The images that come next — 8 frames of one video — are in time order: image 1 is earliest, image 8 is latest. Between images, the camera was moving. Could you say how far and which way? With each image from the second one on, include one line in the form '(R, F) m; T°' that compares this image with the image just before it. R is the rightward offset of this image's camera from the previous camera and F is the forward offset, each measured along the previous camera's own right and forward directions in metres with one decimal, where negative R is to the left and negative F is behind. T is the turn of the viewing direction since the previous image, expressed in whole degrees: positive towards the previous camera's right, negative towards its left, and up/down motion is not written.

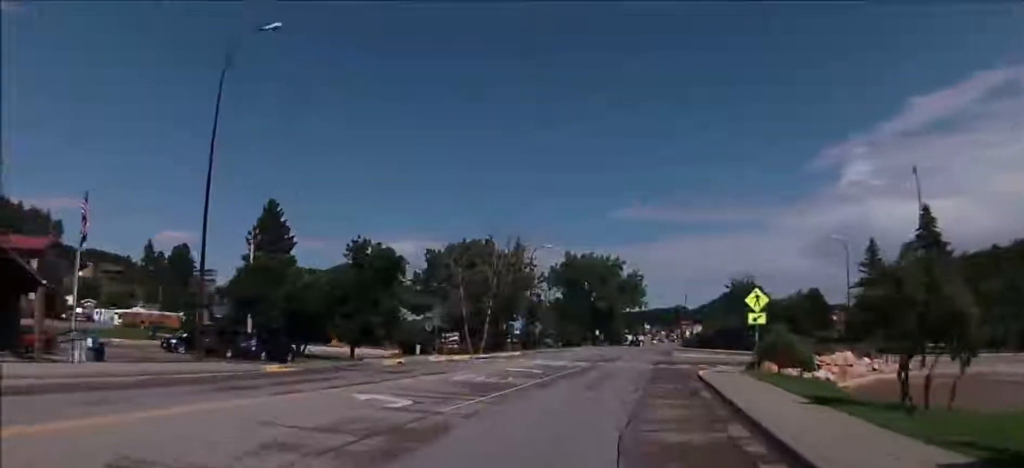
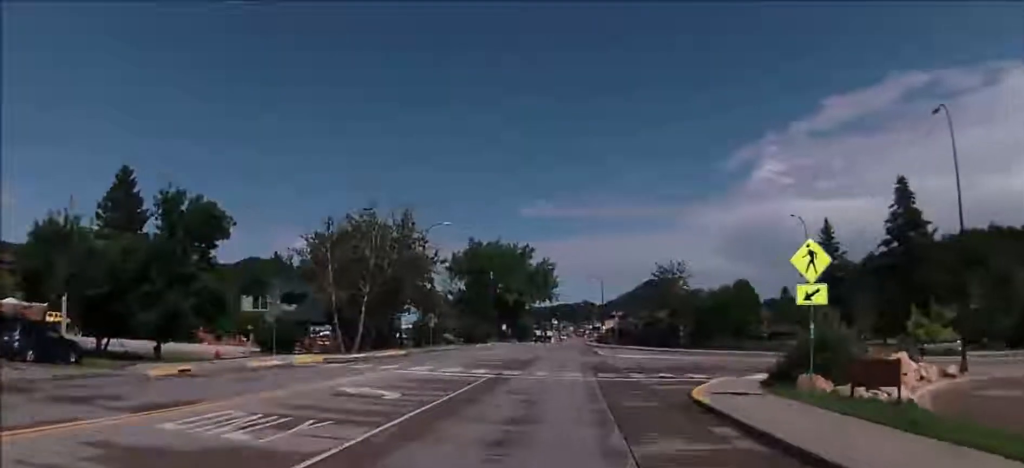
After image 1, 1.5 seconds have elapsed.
(+1.6, +14.3) m; +10°
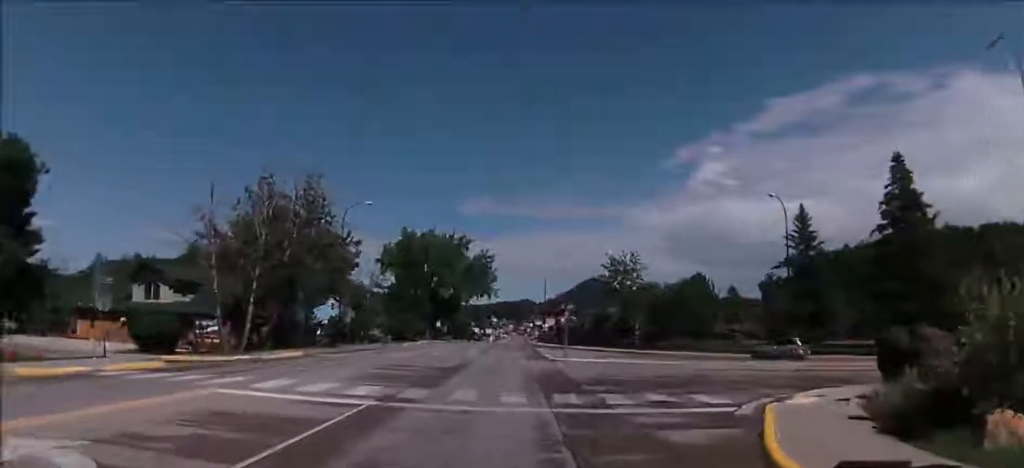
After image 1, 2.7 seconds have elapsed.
(+0.3, +10.3) m; +4°
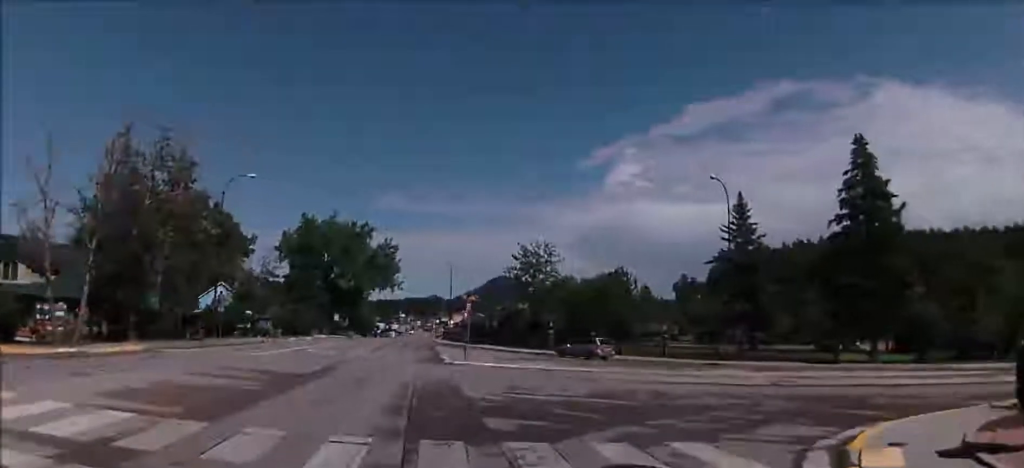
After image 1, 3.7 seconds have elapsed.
(+0.3, +8.4) m; +9°
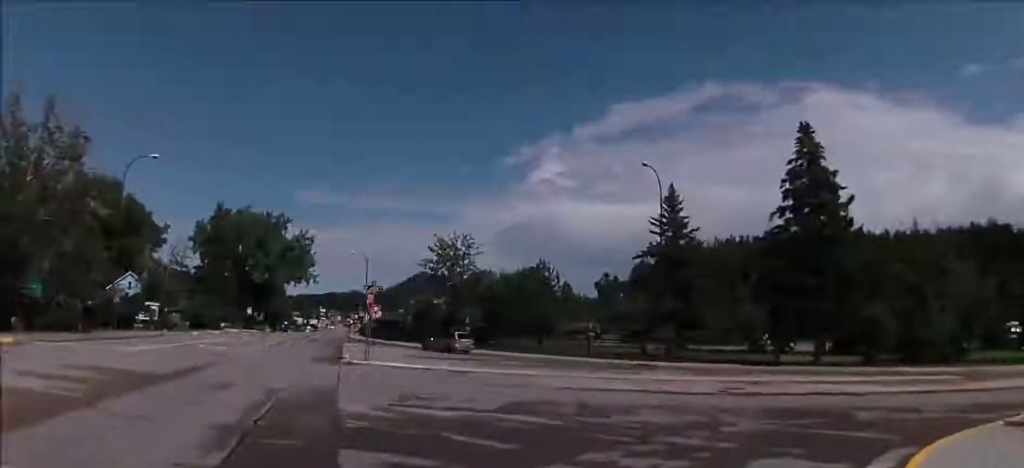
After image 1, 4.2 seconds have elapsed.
(-0.1, +4.2) m; +8°
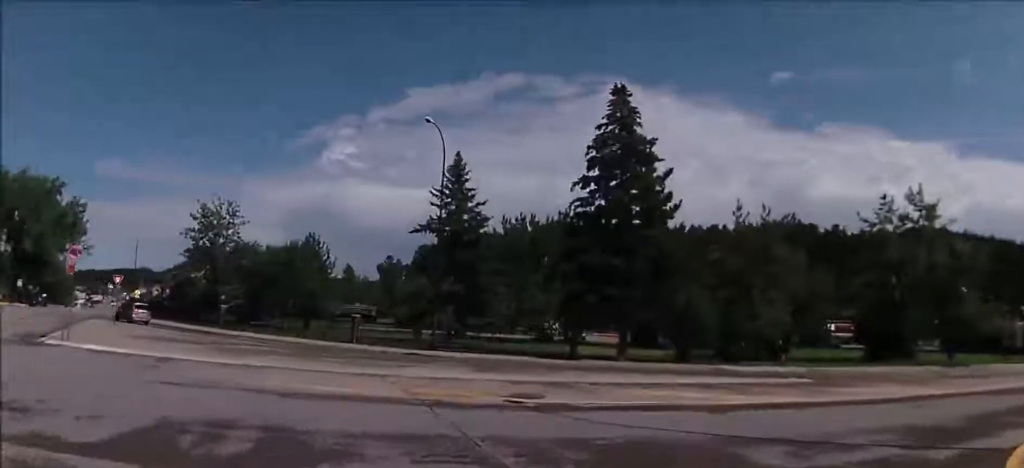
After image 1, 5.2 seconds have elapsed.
(+1.3, +6.9) m; +23°
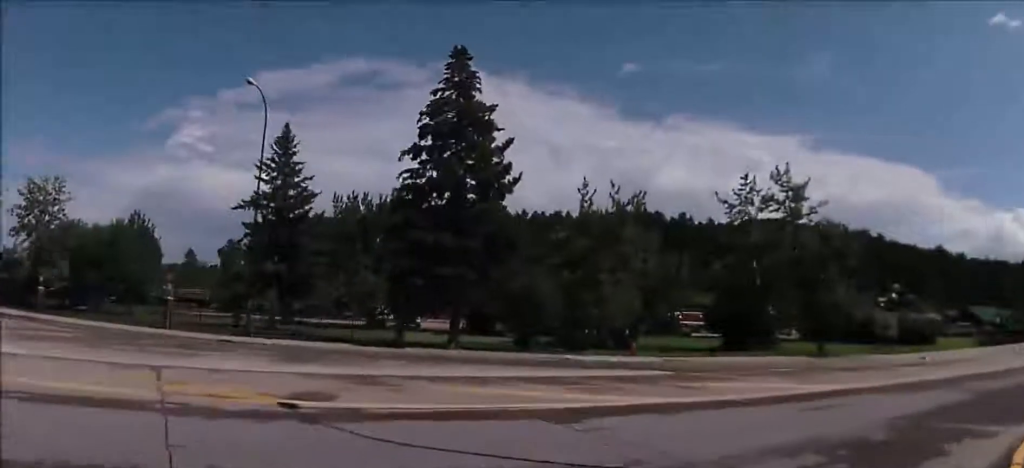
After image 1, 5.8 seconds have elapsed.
(+0.7, +3.6) m; +15°
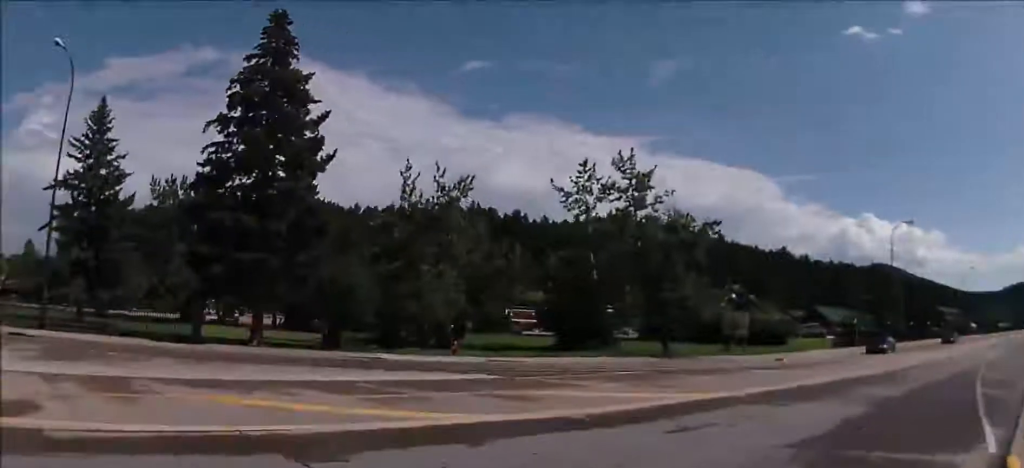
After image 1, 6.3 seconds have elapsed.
(+0.3, +3.7) m; +14°
